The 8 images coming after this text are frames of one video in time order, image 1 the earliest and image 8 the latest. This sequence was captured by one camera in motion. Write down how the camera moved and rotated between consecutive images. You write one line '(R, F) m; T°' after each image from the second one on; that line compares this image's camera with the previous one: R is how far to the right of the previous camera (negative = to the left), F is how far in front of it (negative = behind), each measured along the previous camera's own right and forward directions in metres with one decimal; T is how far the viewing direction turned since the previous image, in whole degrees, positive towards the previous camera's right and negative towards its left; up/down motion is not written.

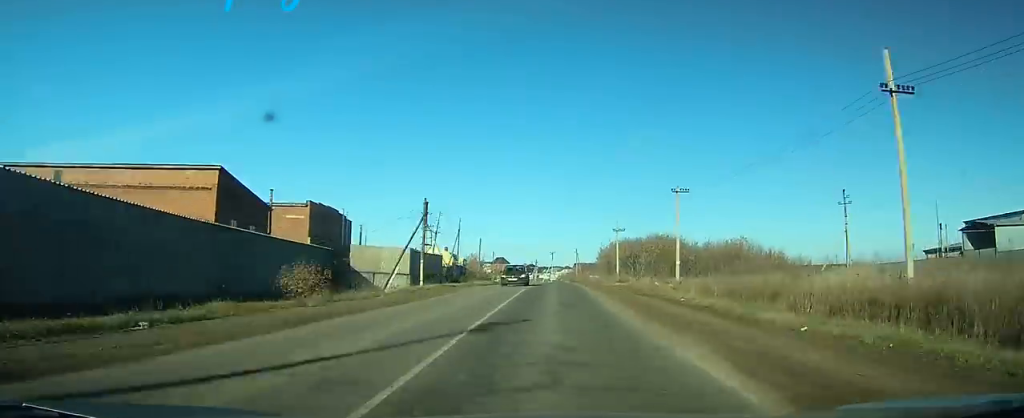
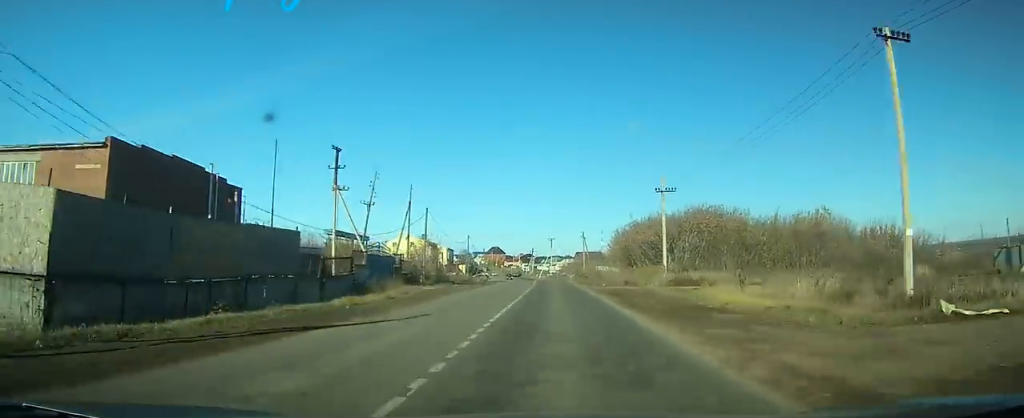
(0.0, +34.2) m; 0°
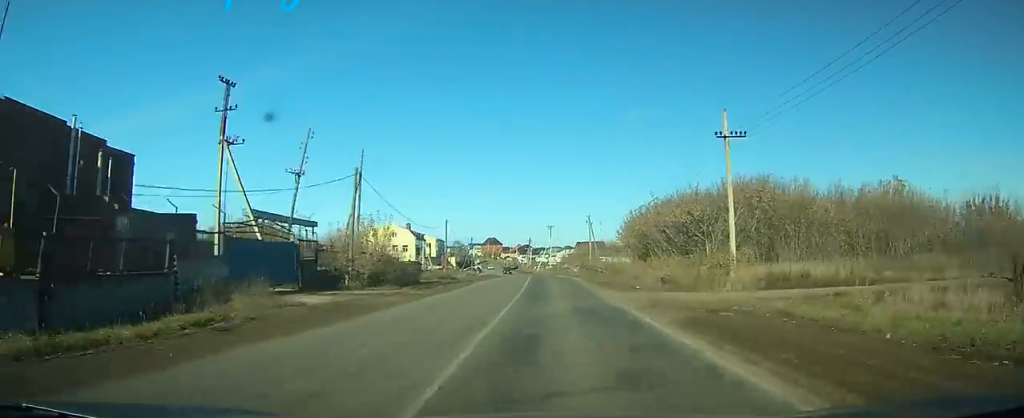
(0.0, +17.3) m; 0°
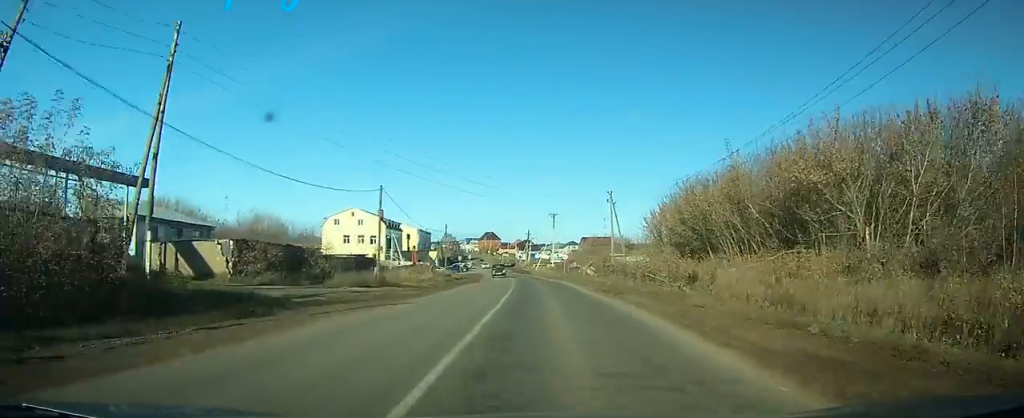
(0.0, +27.6) m; 0°
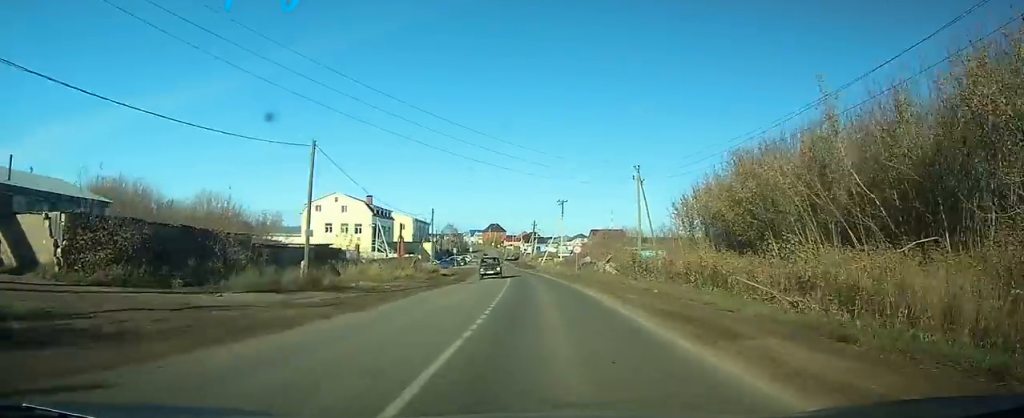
(0.0, +13.4) m; 0°
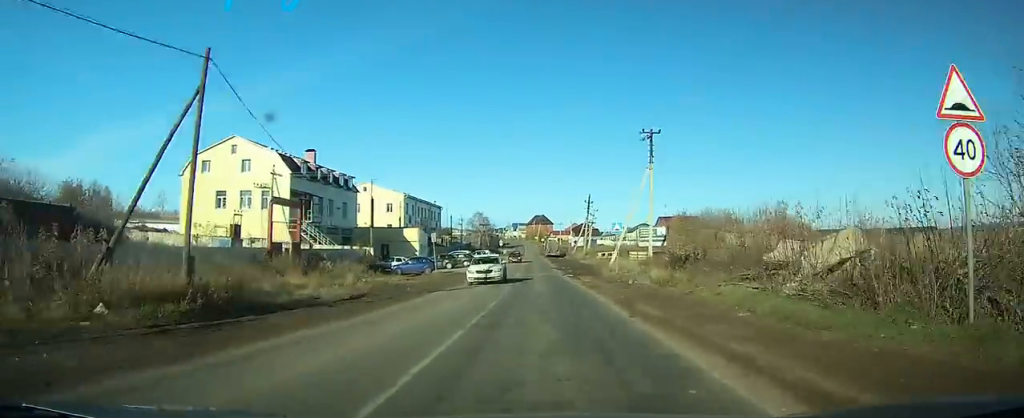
(-0.8, +50.4) m; -2°
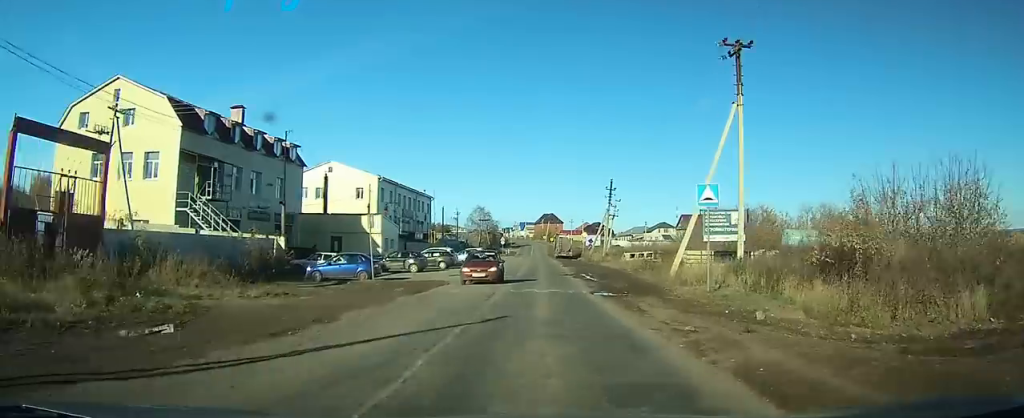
(-0.3, +22.7) m; -1°
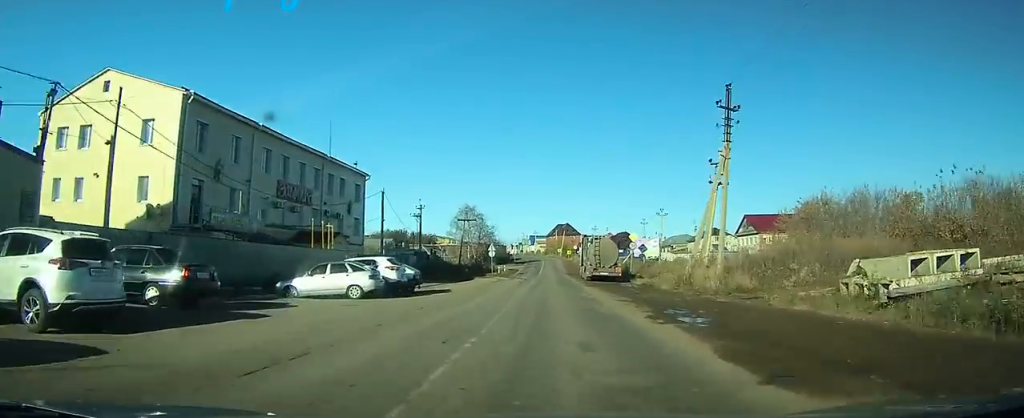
(-1.5, +55.1) m; -3°
